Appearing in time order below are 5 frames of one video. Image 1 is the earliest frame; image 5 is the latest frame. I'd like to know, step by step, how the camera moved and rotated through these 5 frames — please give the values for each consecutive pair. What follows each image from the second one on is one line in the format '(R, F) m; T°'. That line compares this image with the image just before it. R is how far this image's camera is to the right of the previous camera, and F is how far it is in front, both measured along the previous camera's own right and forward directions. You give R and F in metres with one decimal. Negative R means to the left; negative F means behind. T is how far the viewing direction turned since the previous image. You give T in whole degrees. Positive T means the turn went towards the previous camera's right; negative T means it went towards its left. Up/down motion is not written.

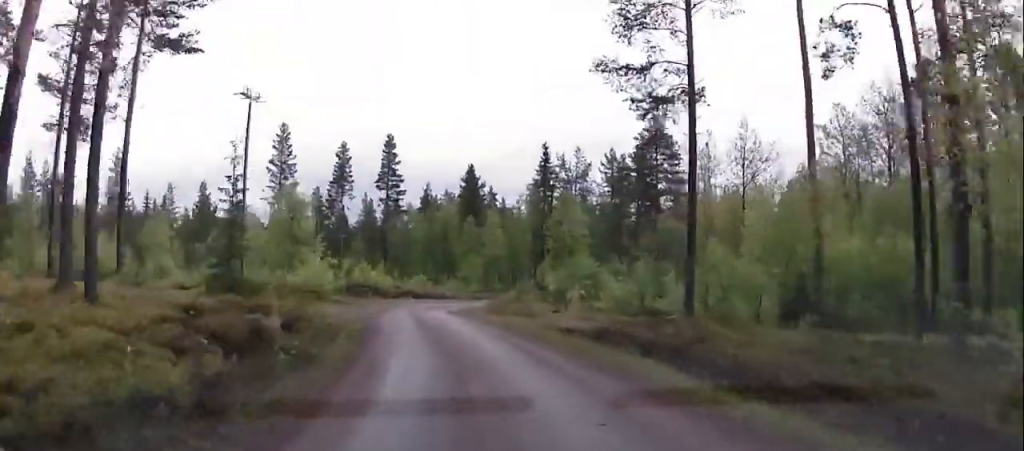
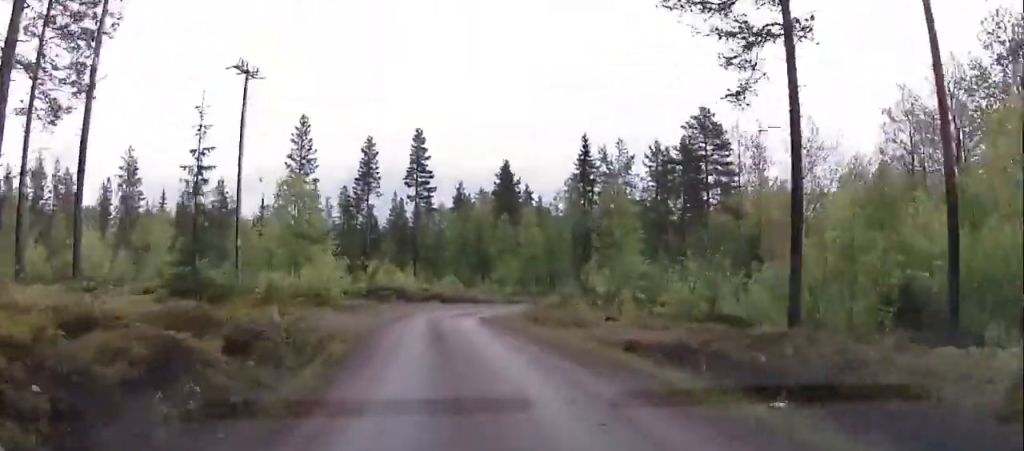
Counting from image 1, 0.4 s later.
(+0.3, +4.9) m; -3°
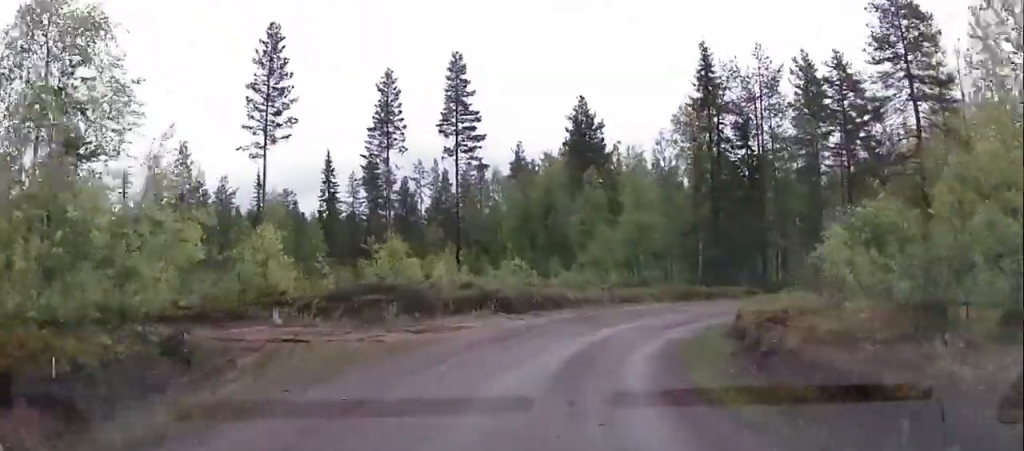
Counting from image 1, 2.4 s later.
(-2.0, +22.4) m; 0°
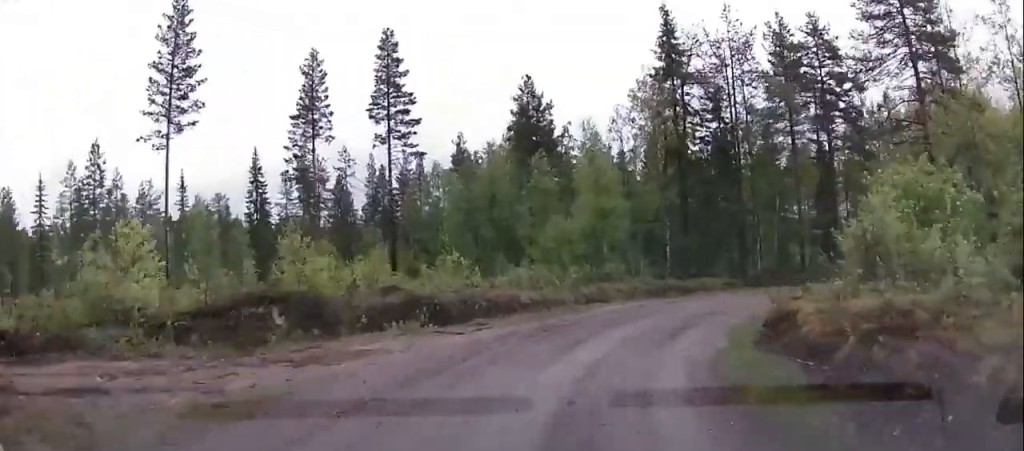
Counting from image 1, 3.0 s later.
(+0.2, +5.6) m; +7°
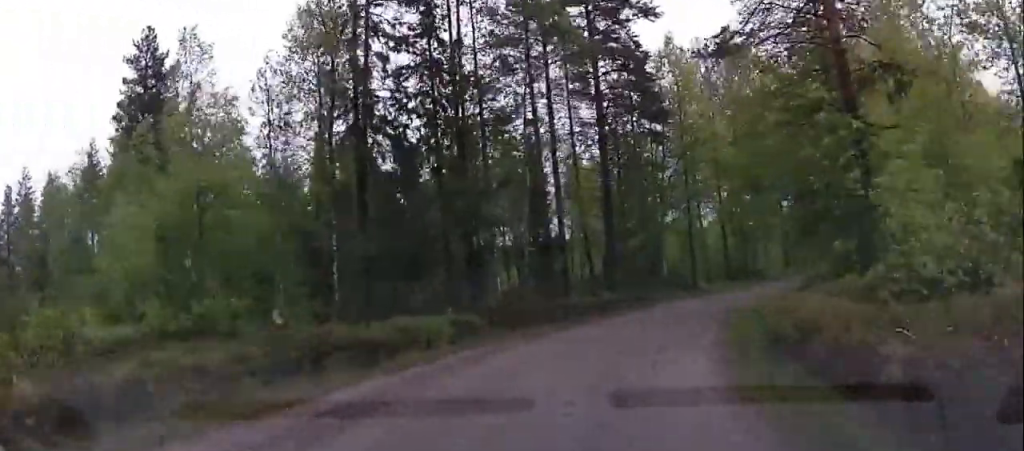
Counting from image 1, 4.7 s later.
(+4.0, +16.6) m; +34°
